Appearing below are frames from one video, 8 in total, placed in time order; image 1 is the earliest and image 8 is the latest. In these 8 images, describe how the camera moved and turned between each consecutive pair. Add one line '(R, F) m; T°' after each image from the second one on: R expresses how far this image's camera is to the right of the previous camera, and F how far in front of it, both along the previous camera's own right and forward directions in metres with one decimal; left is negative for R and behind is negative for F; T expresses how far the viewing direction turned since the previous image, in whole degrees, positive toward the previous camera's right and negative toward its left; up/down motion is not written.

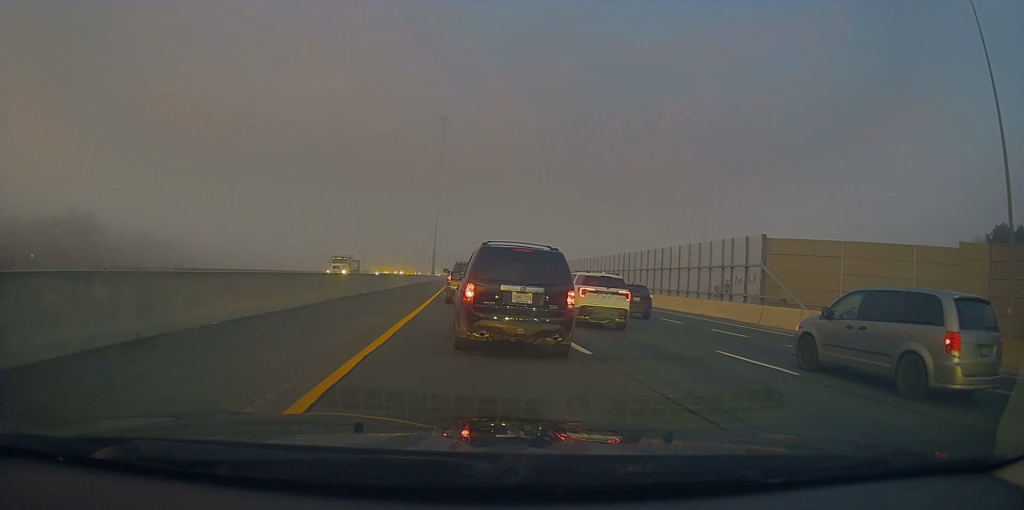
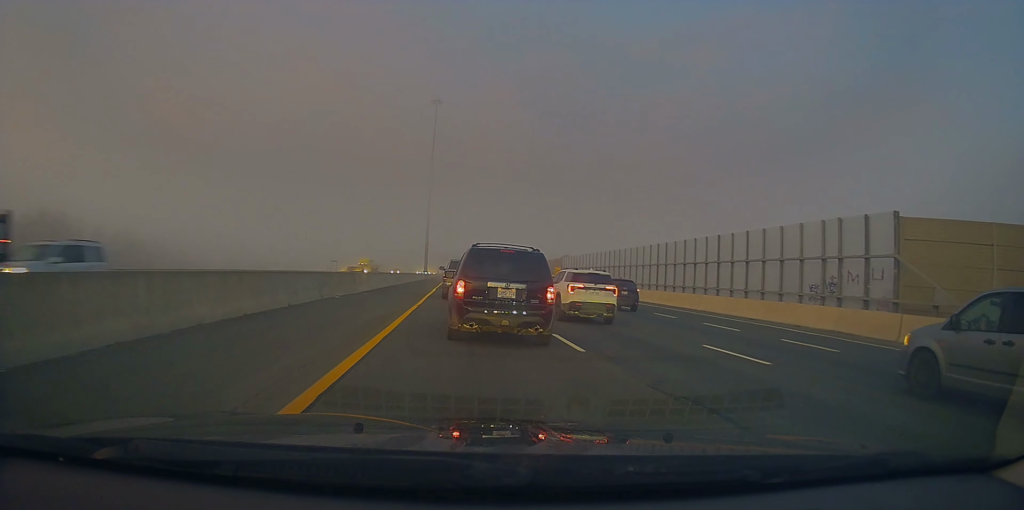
(+0.2, +13.0) m; +1°
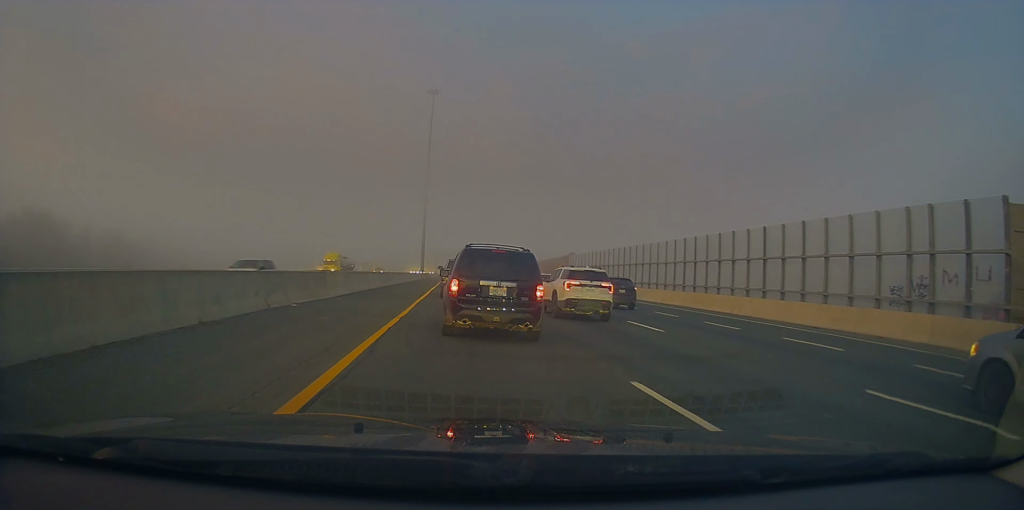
(-0.1, +6.6) m; -1°
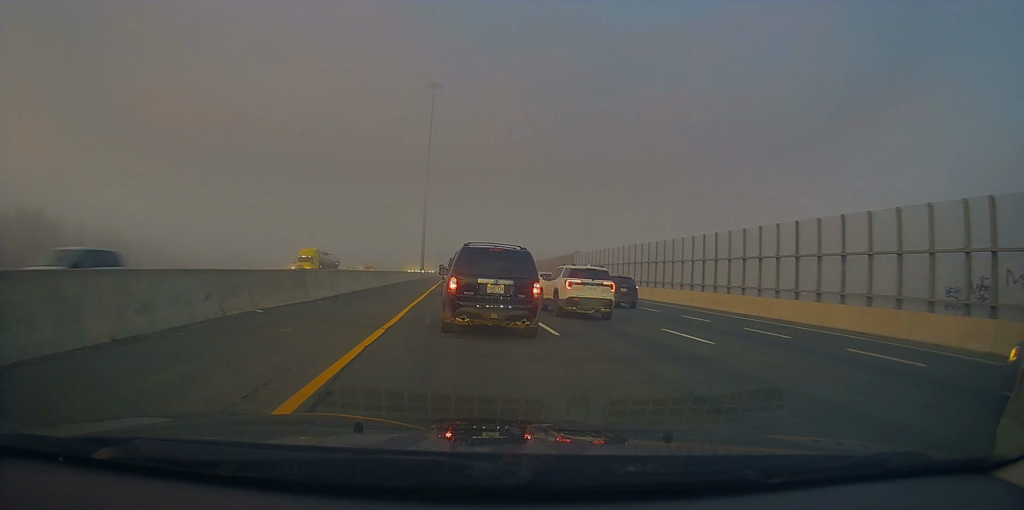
(0.0, +3.4) m; 0°
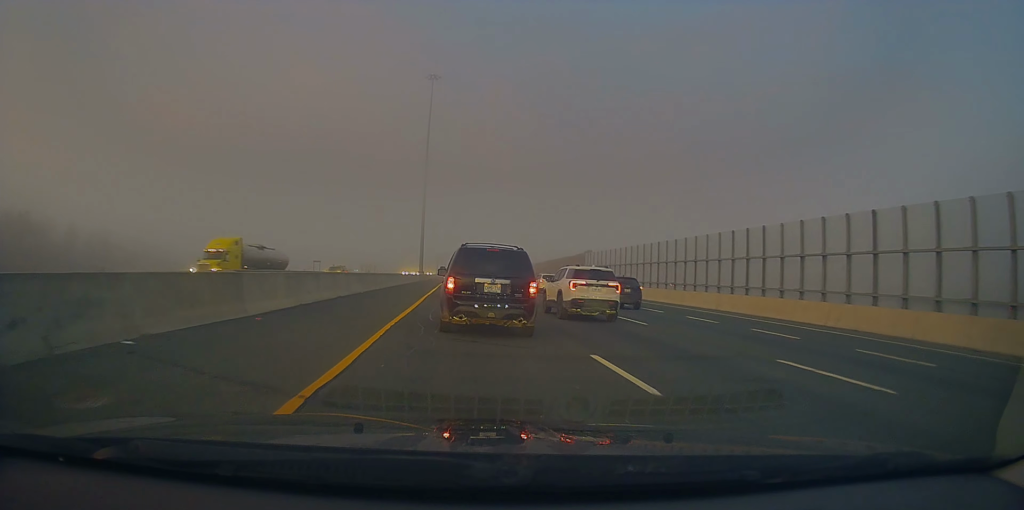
(0.0, +6.4) m; 0°
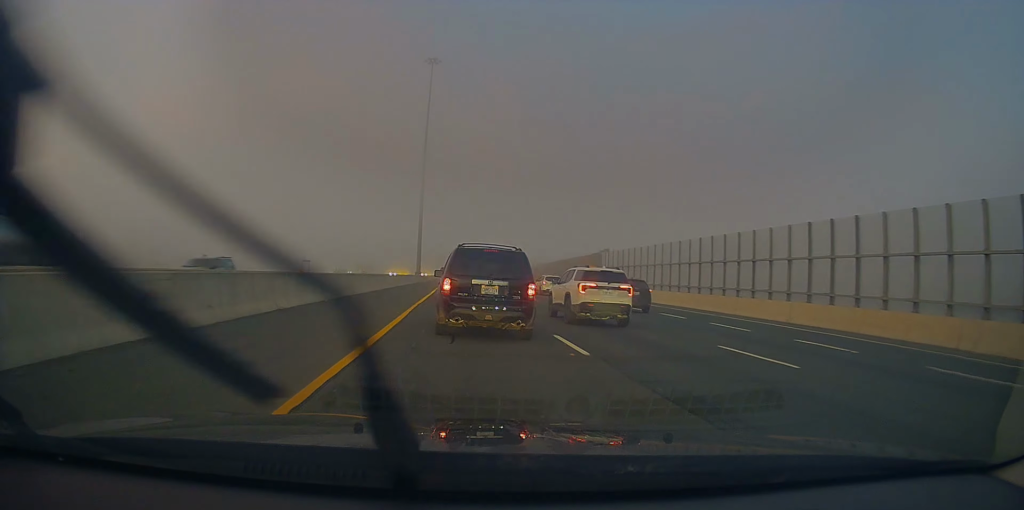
(0.0, +8.1) m; 0°
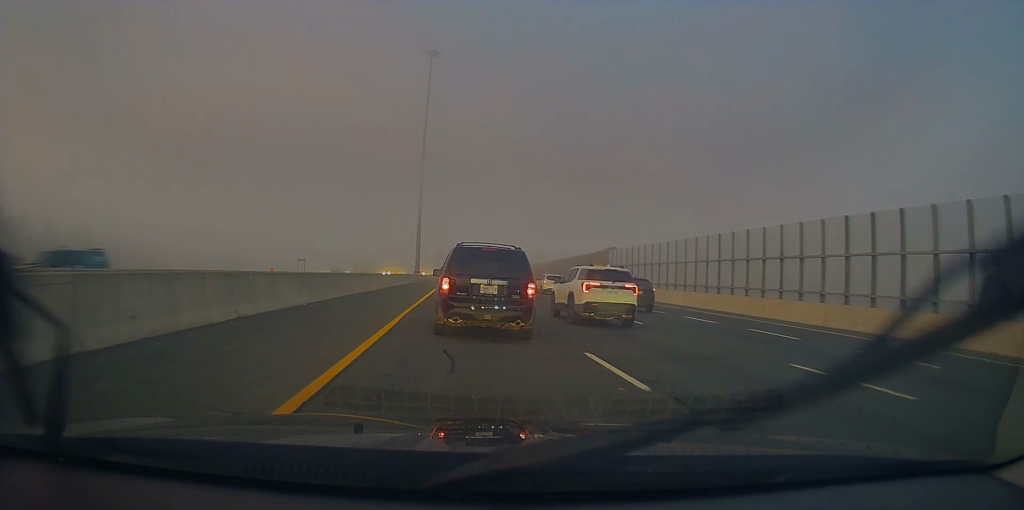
(0.0, +3.1) m; 0°
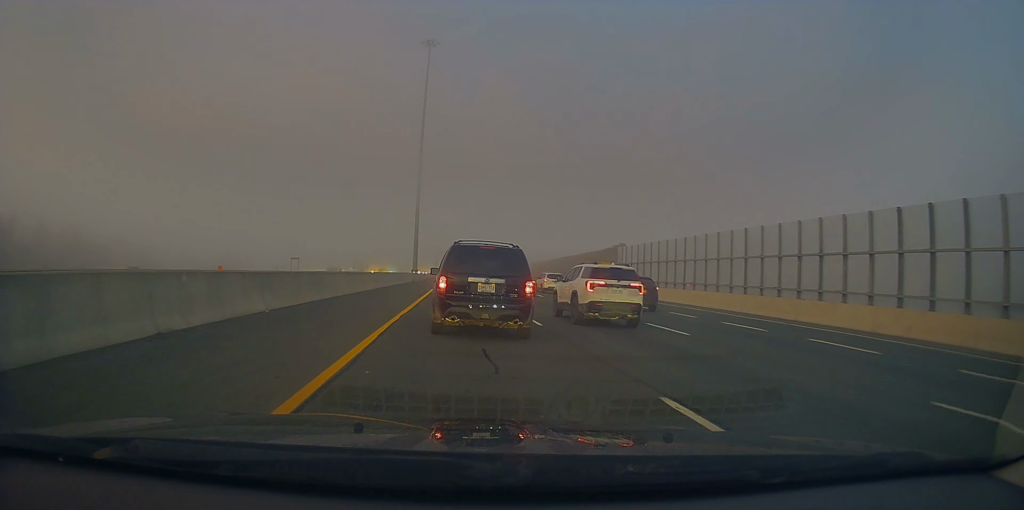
(0.0, +3.8) m; 0°
